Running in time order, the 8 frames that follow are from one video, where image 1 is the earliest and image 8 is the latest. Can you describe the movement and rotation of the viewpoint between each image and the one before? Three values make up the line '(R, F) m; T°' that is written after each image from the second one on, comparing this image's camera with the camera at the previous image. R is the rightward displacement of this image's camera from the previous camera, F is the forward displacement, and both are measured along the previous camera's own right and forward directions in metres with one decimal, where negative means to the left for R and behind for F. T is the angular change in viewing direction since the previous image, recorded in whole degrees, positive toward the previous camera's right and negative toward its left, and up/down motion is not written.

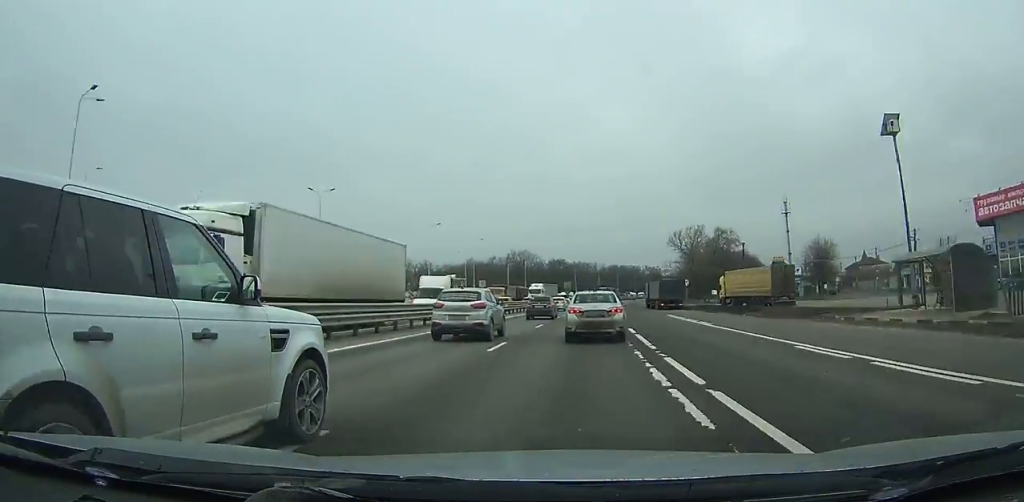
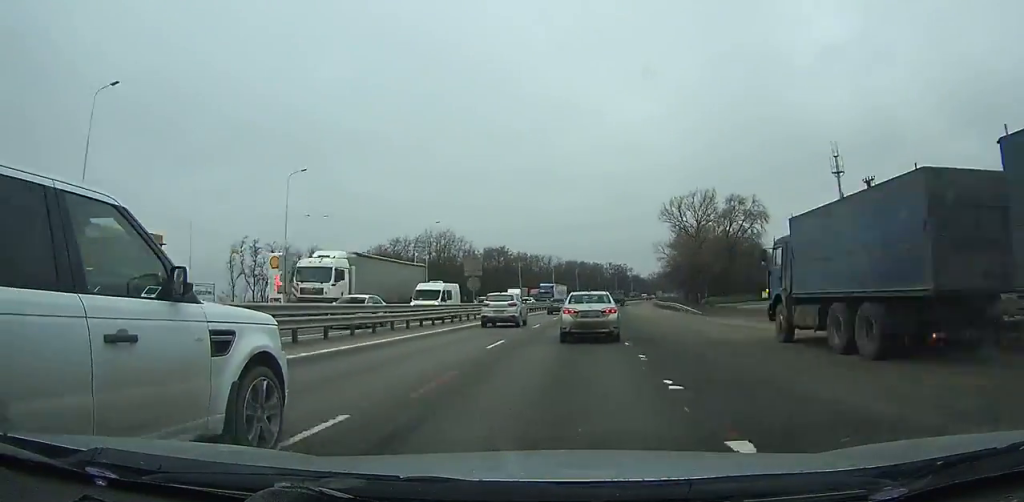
(+2.2, +59.1) m; +4°
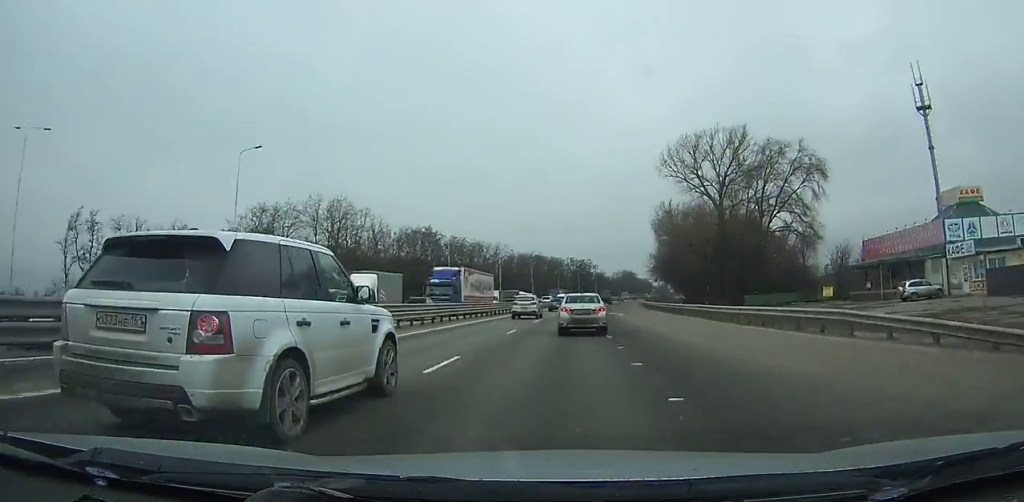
(+1.0, +42.8) m; +3°
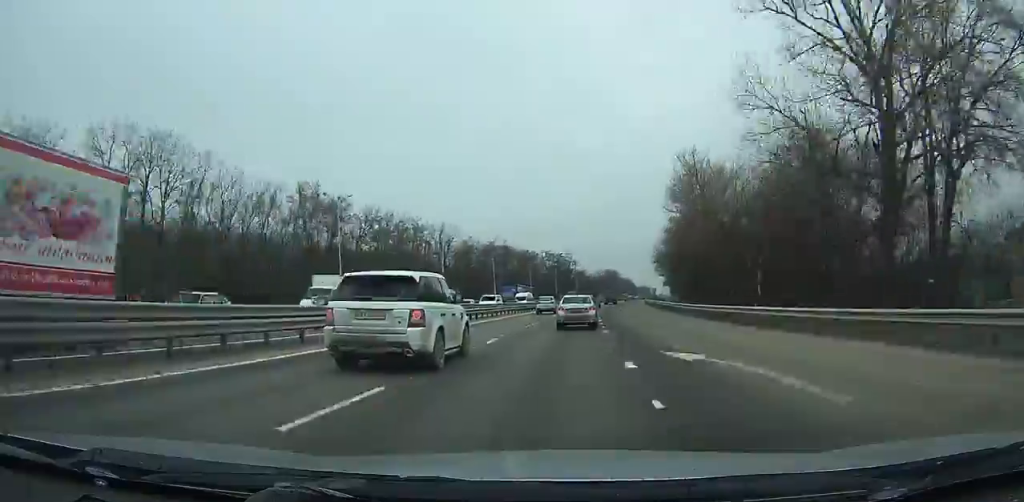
(+1.1, +42.9) m; +3°
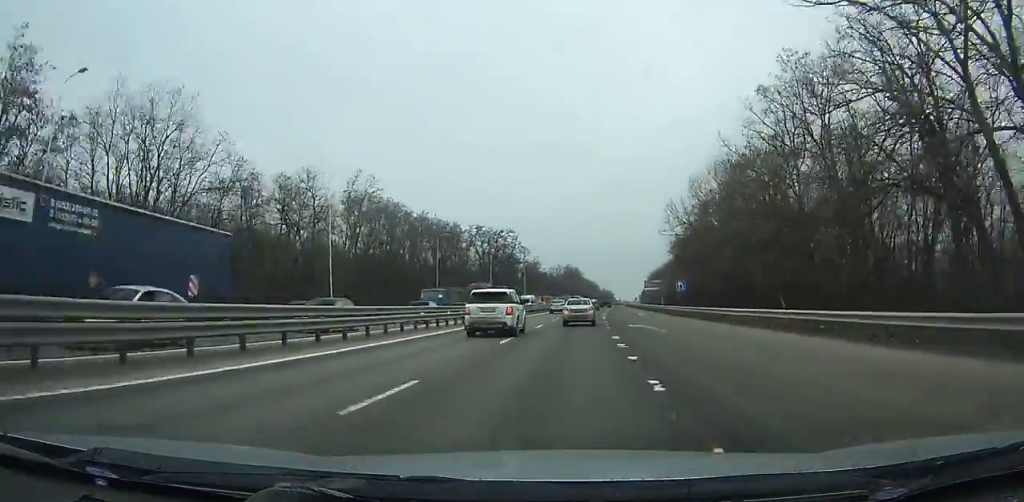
(+2.7, +73.7) m; +4°
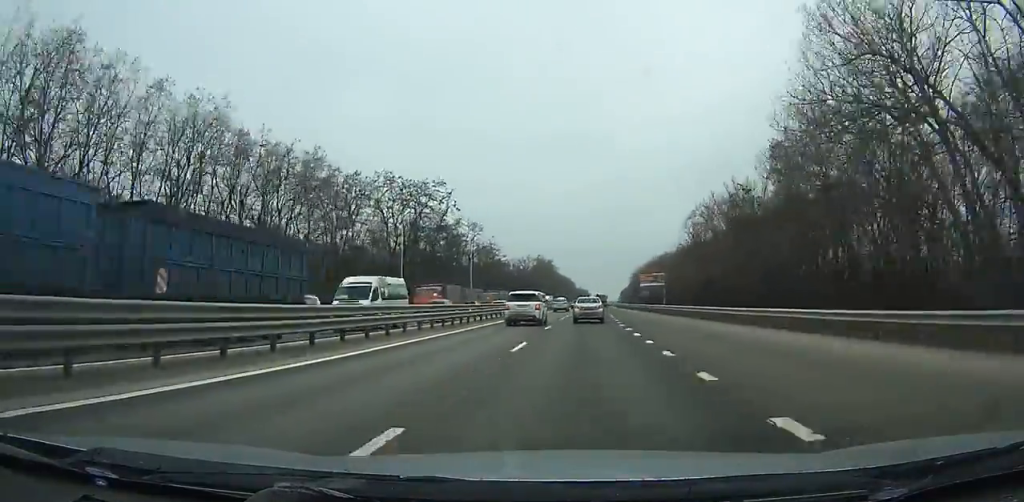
(+1.3, +51.4) m; +3°
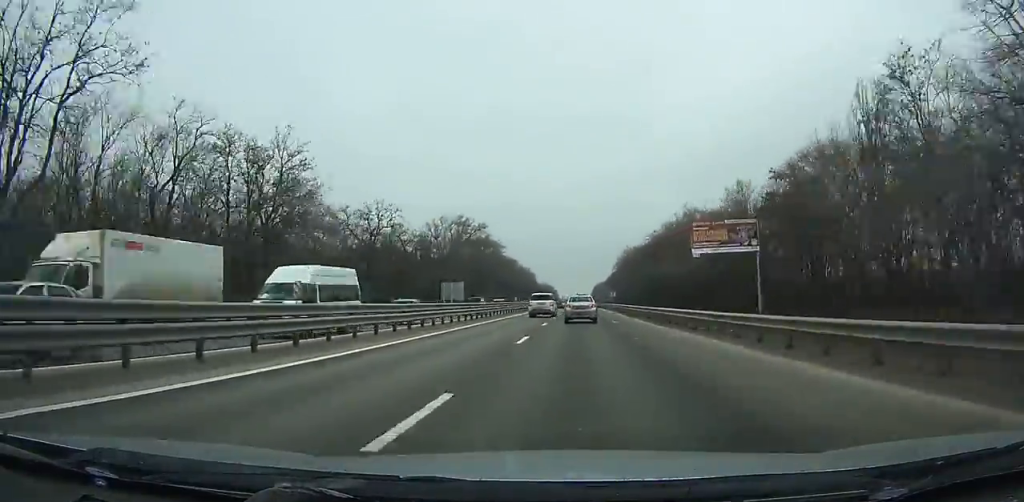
(+2.9, +93.7) m; +3°
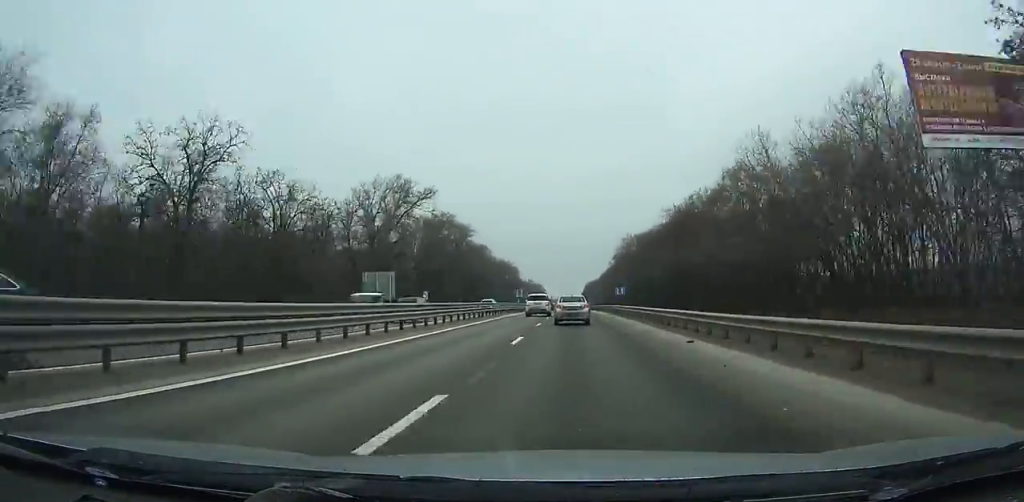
(+0.3, +36.0) m; 0°
